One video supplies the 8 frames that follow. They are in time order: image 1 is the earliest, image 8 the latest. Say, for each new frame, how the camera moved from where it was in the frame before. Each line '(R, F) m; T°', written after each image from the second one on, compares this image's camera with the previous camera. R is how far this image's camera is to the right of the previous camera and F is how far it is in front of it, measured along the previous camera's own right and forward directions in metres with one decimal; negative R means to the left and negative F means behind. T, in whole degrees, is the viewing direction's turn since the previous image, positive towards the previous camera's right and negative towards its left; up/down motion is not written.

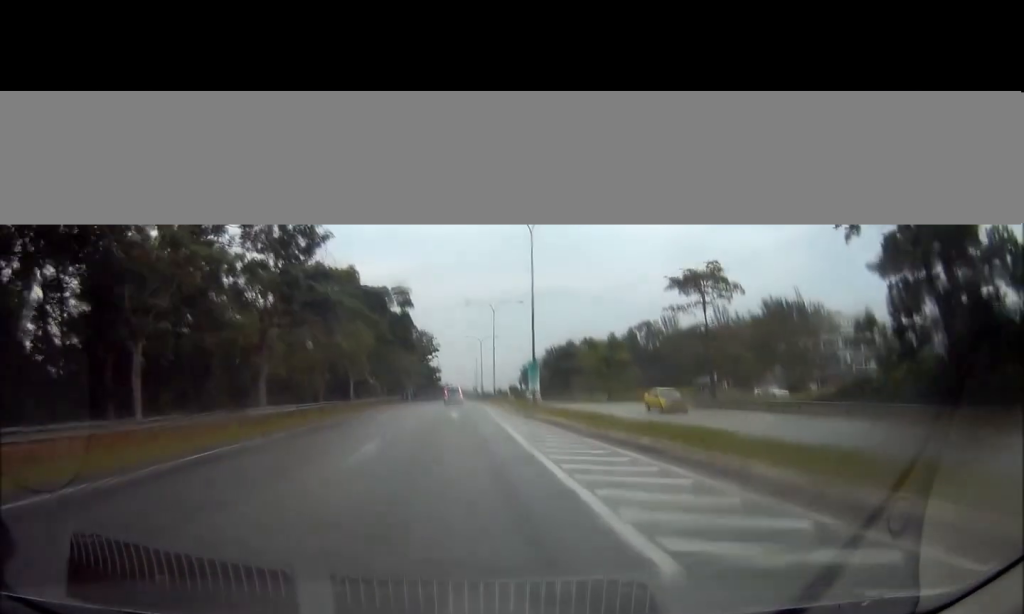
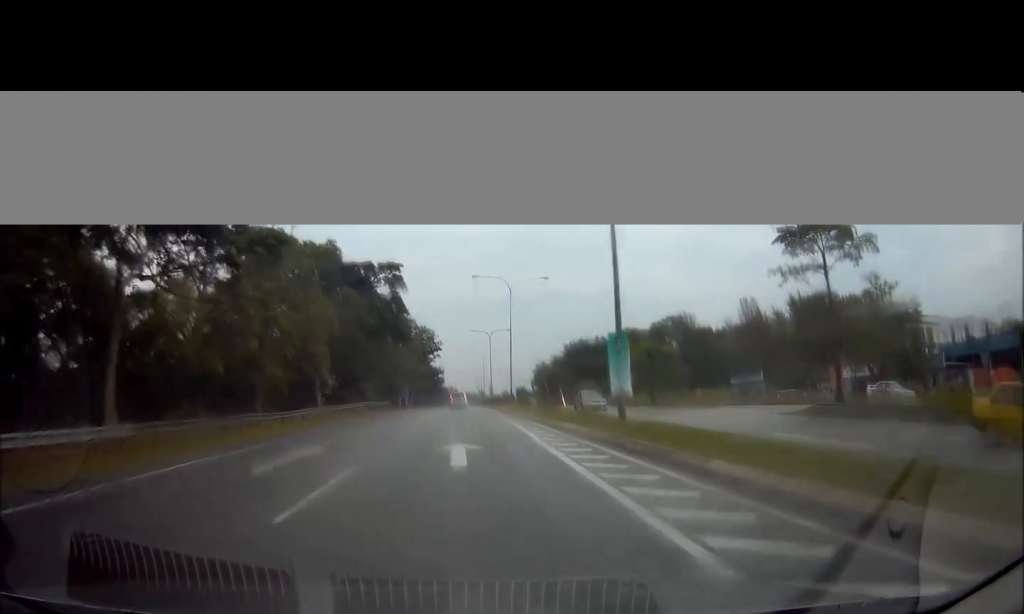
(0.0, +17.7) m; 0°
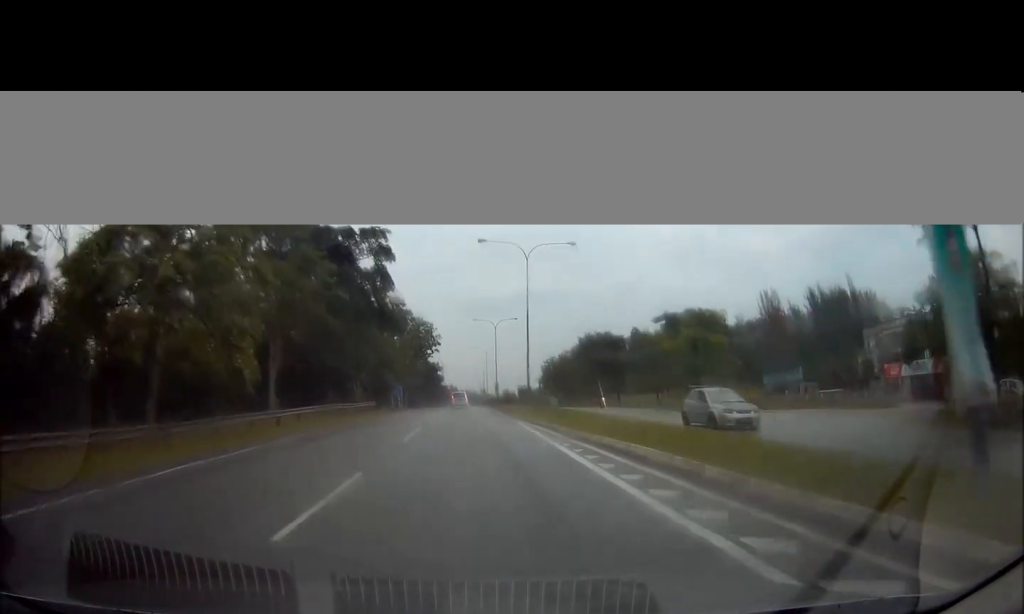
(0.0, +12.7) m; 0°
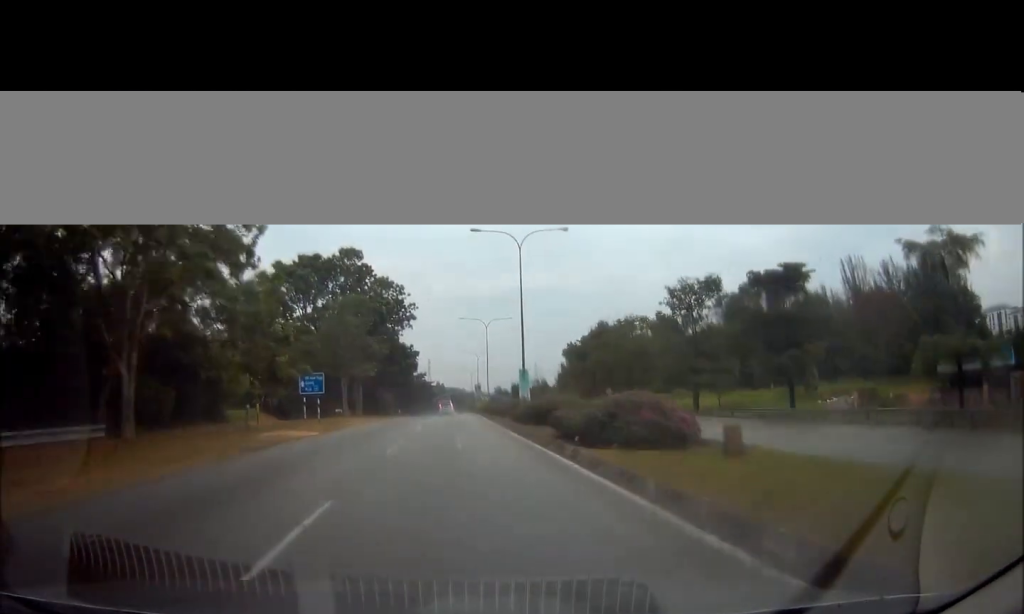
(+0.3, +45.8) m; +1°
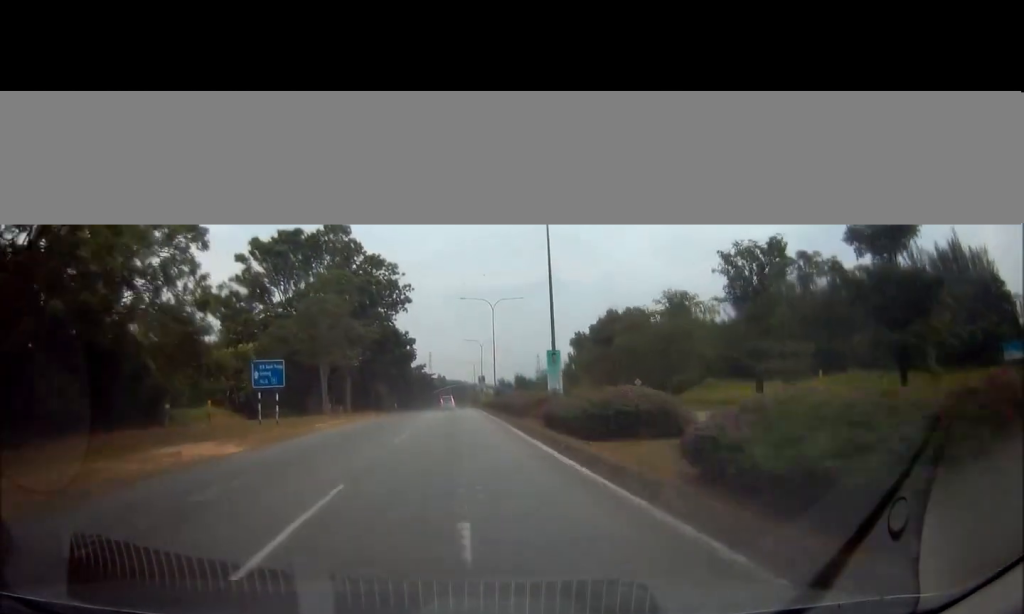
(0.0, +10.8) m; 0°
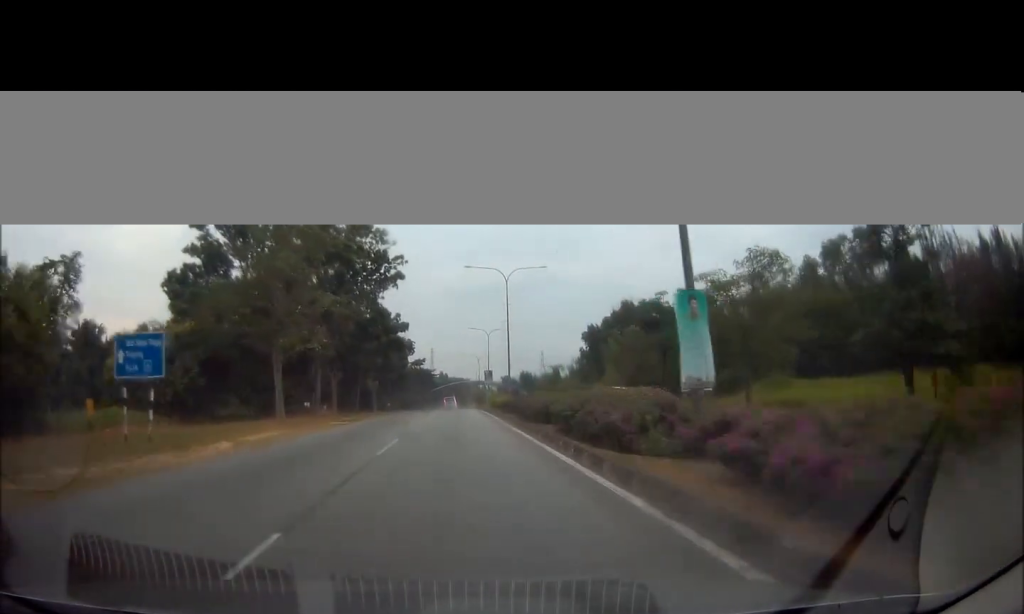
(-0.1, +15.2) m; 0°
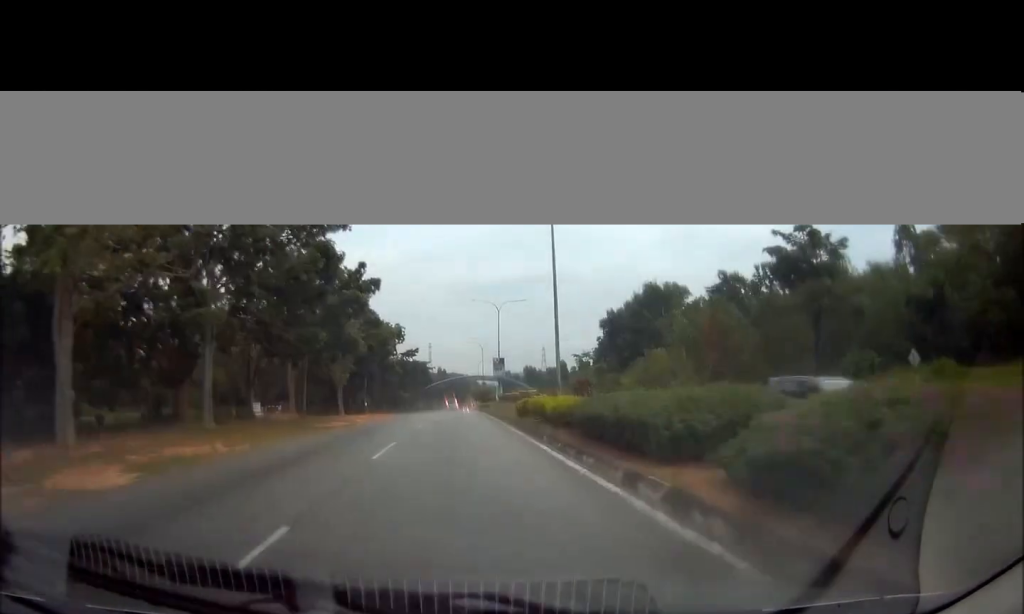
(0.0, +24.3) m; 0°
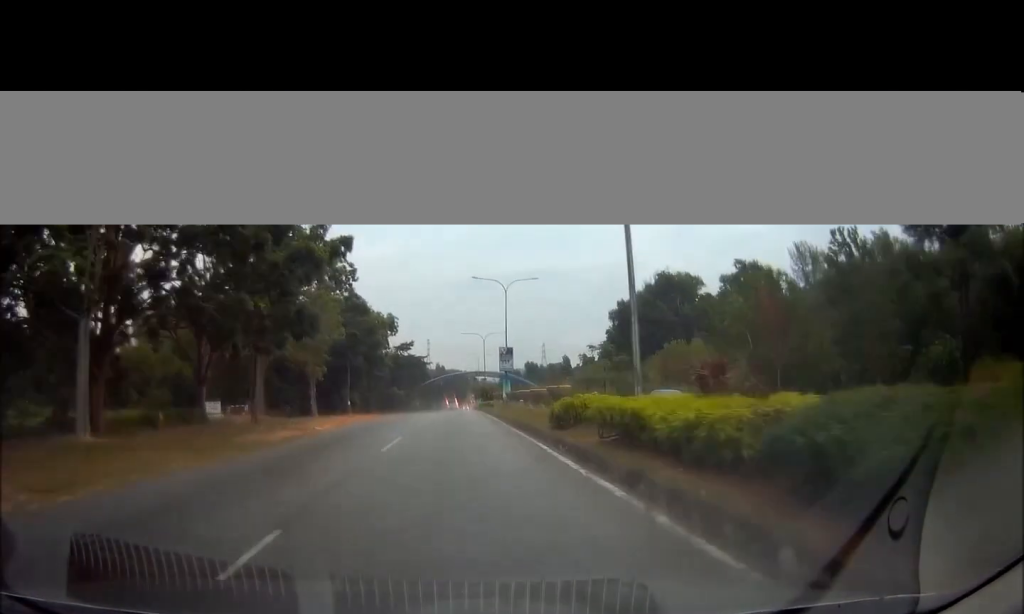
(0.0, +11.2) m; 0°
